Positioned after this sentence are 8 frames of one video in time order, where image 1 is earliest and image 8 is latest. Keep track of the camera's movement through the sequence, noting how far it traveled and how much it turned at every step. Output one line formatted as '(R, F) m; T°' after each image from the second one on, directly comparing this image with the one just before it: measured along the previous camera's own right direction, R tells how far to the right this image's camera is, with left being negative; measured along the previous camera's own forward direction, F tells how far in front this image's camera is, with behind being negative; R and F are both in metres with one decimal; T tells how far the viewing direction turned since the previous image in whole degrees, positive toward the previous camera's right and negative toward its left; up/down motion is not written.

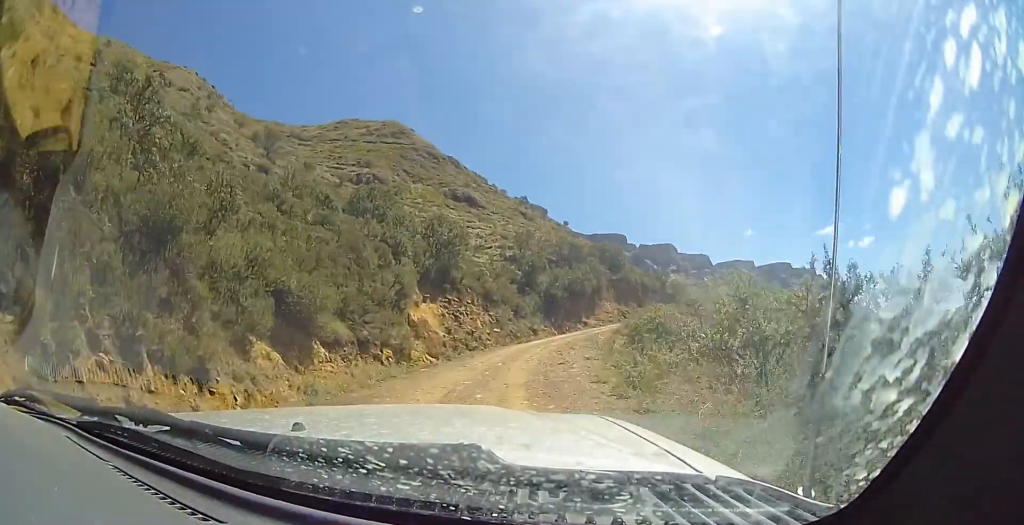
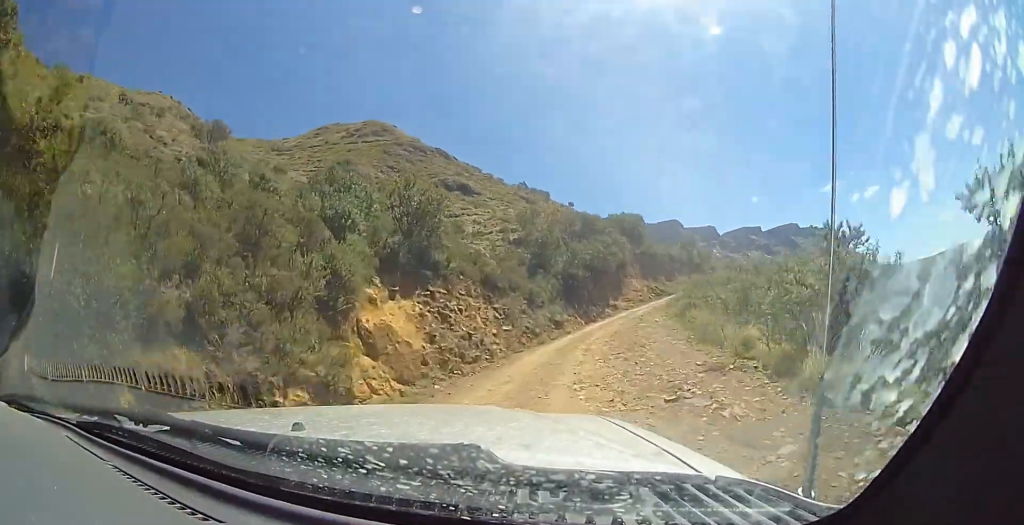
(0.0, +8.6) m; +3°
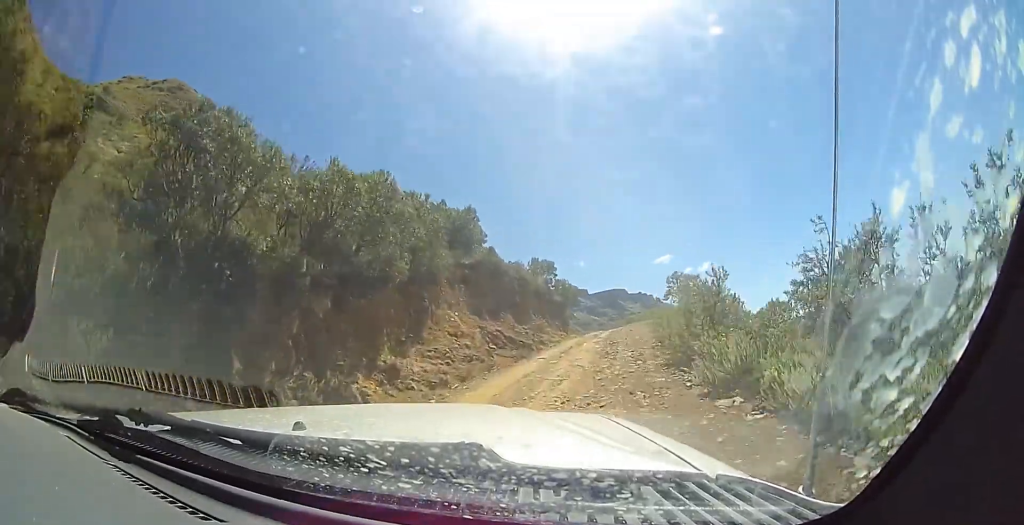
(+5.1, +25.3) m; +26°
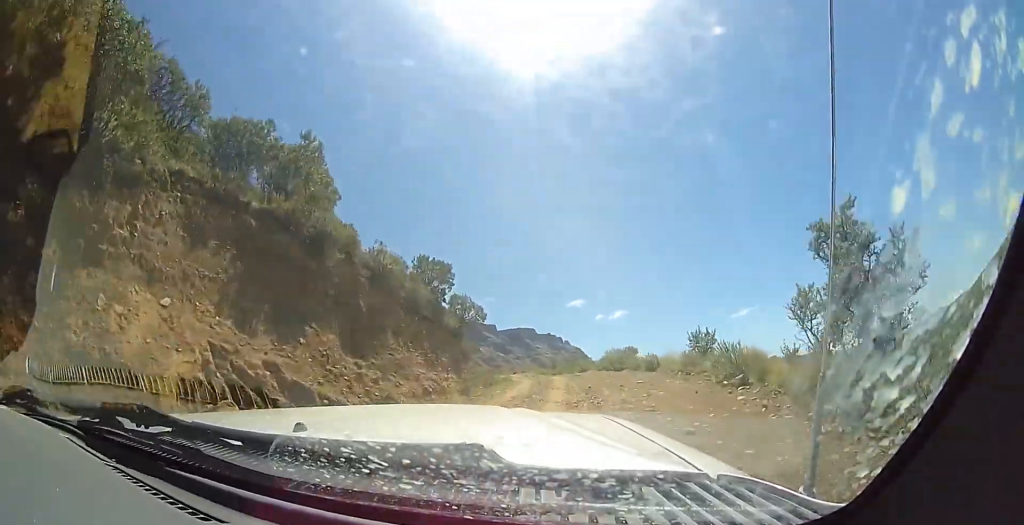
(+2.3, +17.1) m; +7°
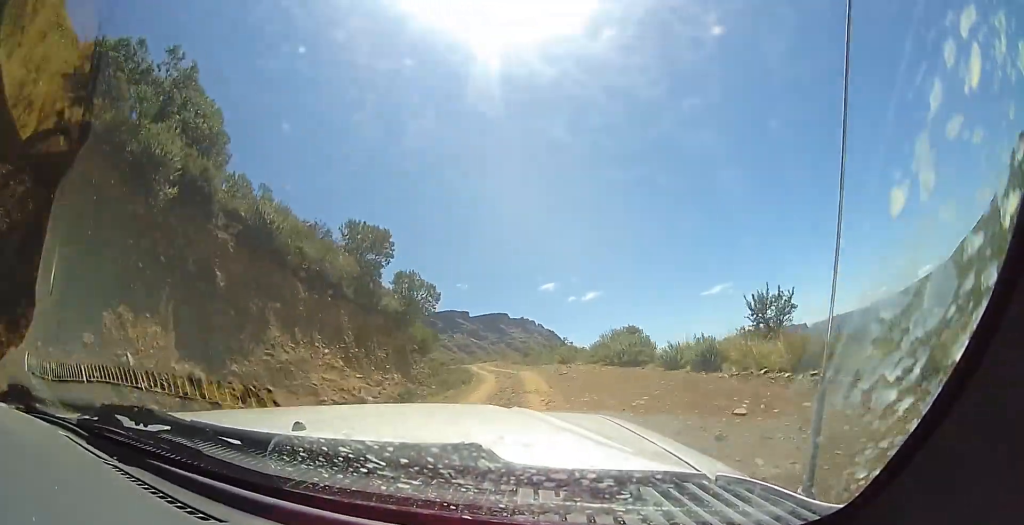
(+0.2, +8.1) m; -1°
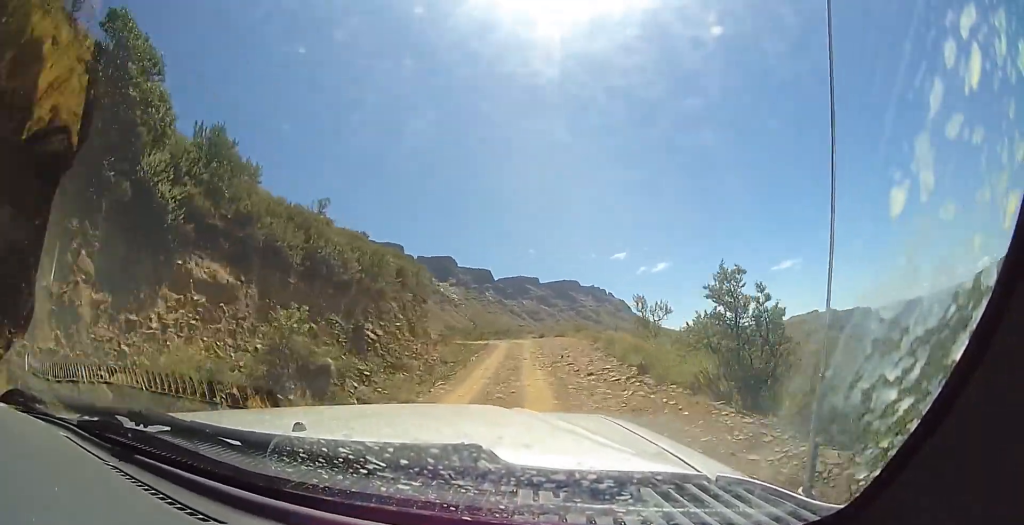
(-5.8, +35.3) m; -17°
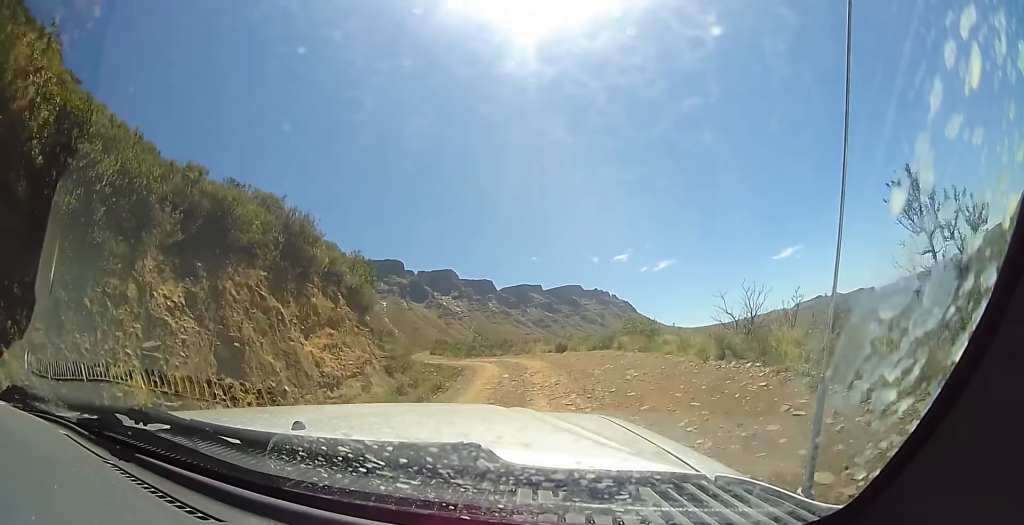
(-0.4, +16.8) m; -2°
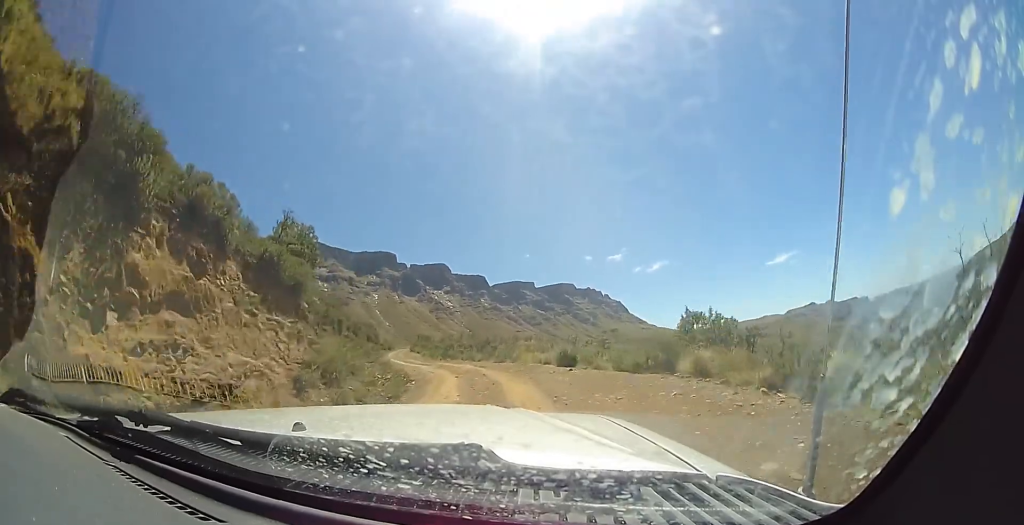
(-0.1, +8.5) m; -2°
